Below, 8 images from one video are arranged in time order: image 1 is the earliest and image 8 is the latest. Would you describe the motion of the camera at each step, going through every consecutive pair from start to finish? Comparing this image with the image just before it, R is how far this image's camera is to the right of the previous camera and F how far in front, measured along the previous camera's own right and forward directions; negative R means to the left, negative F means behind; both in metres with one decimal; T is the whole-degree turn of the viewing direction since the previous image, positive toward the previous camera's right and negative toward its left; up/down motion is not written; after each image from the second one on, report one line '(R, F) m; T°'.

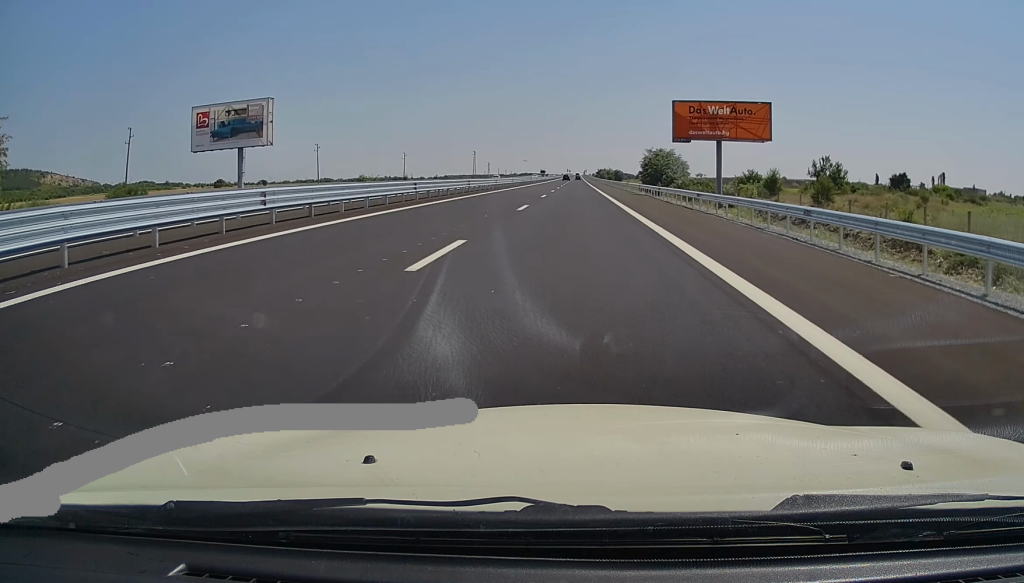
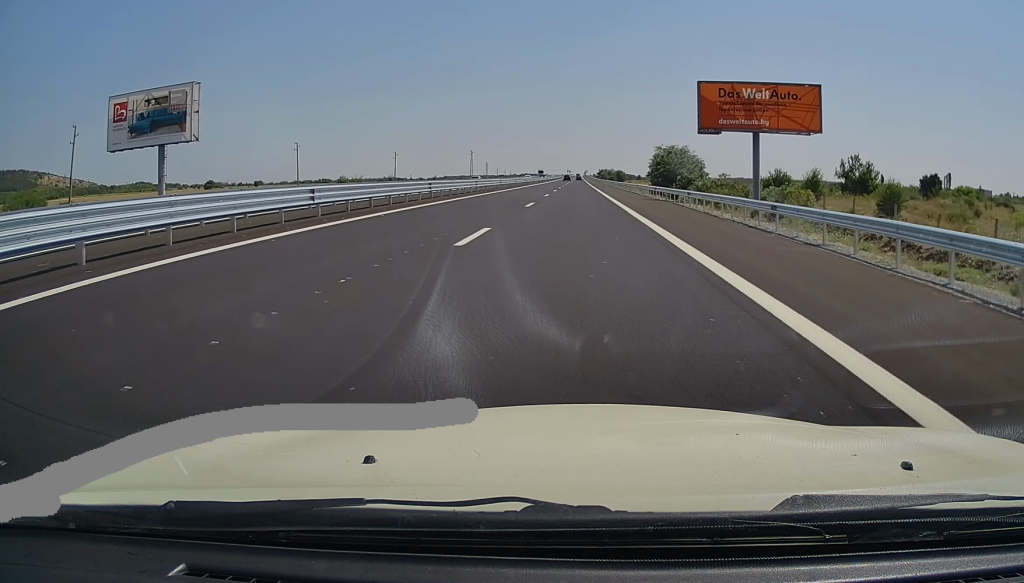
(+0.2, +12.9) m; 0°
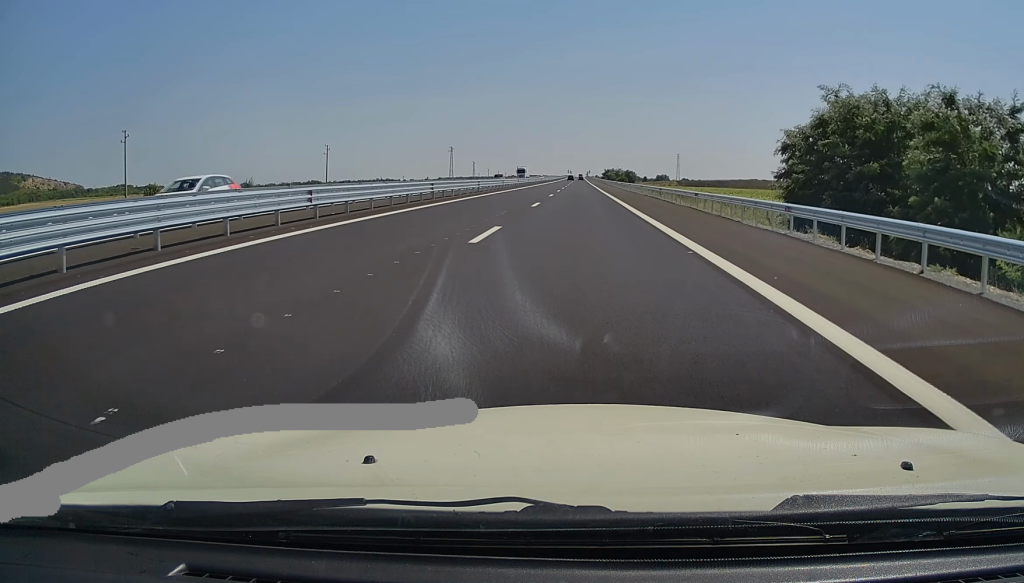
(+0.4, +64.4) m; 0°
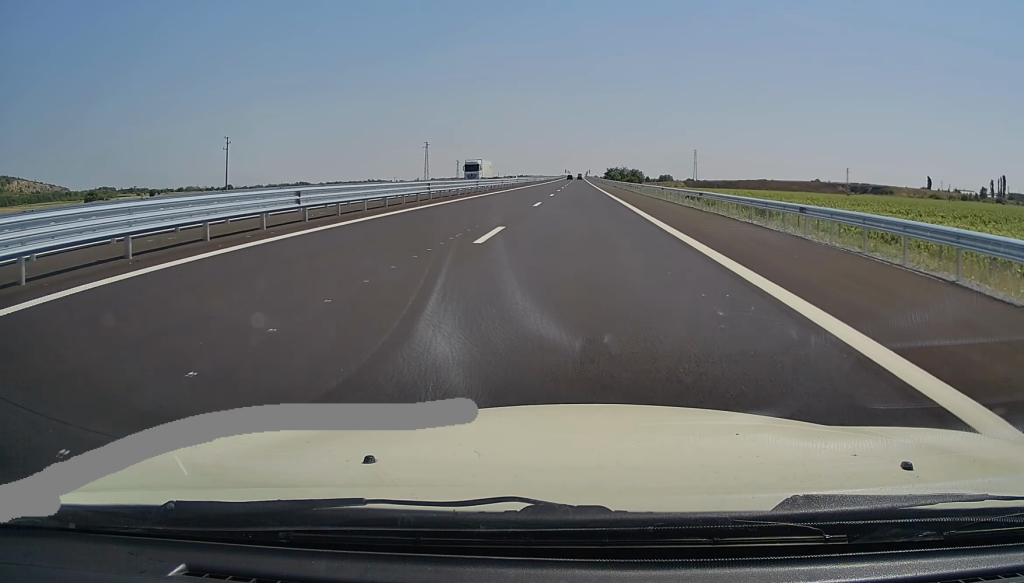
(-0.3, +48.8) m; 0°
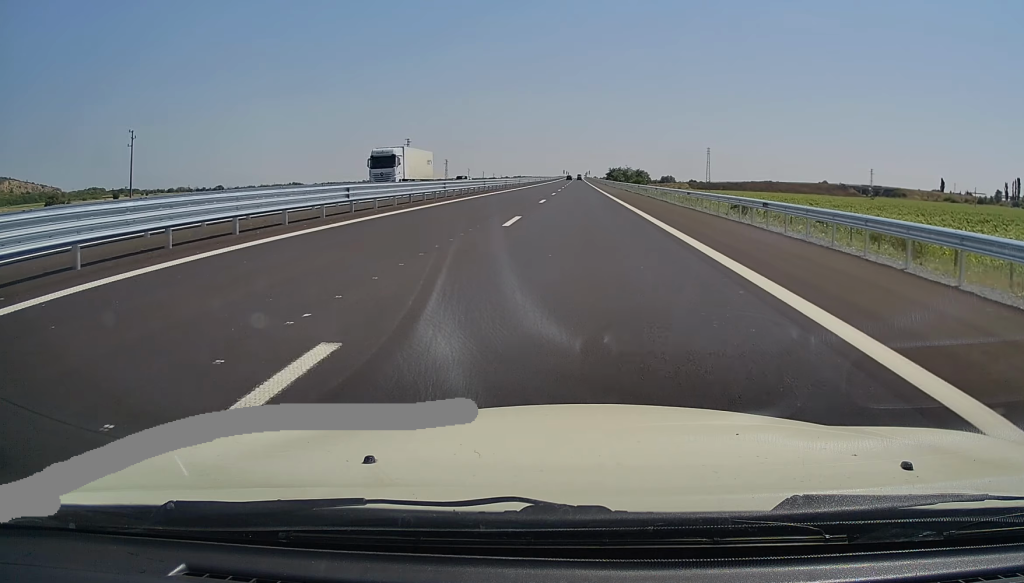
(+0.2, +28.0) m; 0°
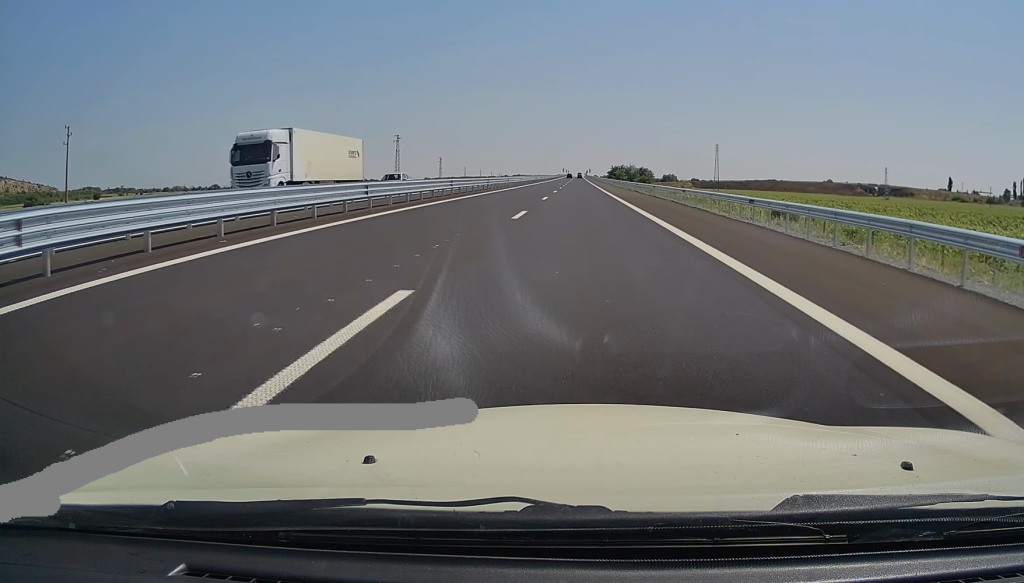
(+0.1, +14.0) m; 0°
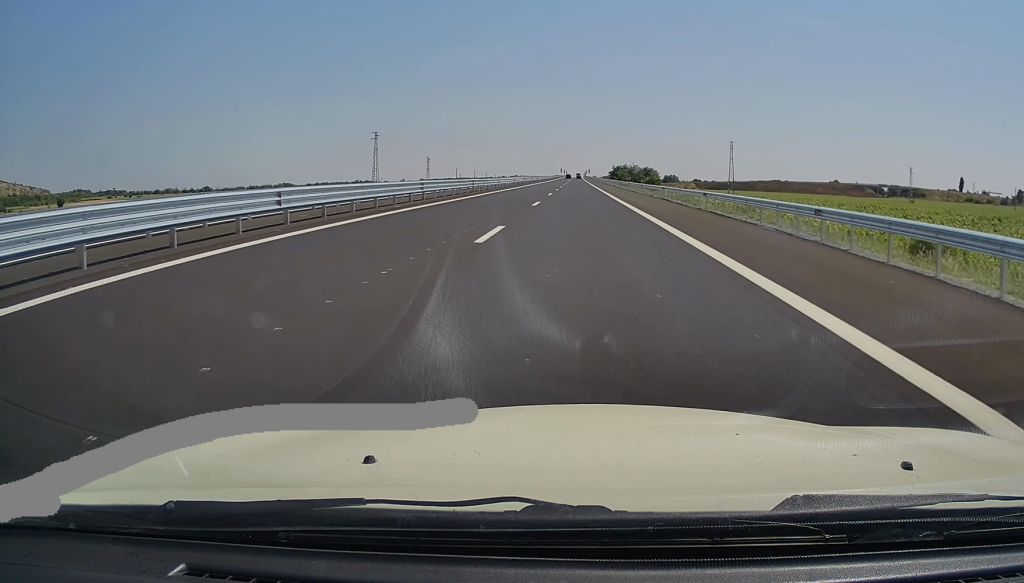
(-0.3, +23.0) m; 0°
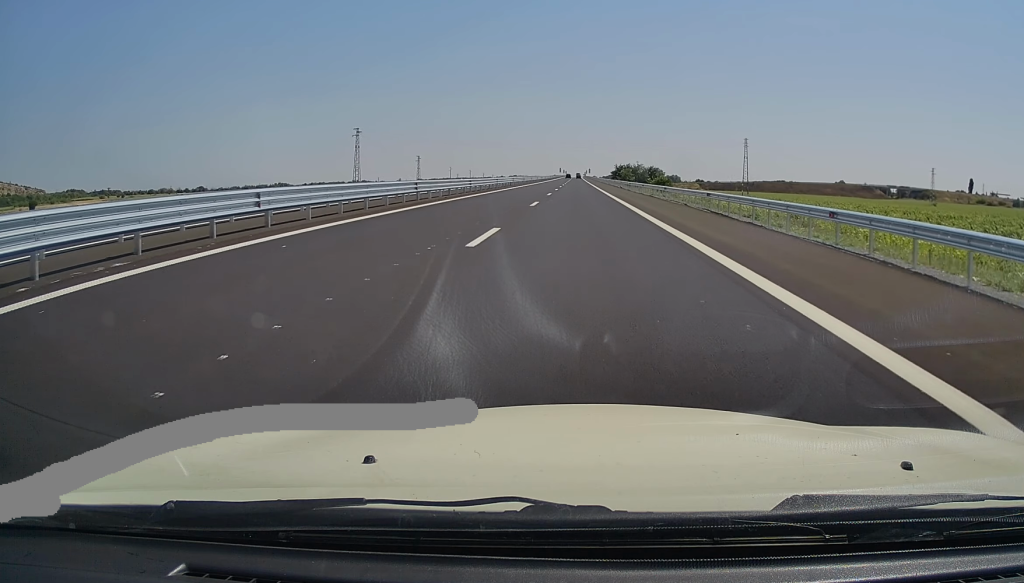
(-0.1, +17.0) m; 0°
